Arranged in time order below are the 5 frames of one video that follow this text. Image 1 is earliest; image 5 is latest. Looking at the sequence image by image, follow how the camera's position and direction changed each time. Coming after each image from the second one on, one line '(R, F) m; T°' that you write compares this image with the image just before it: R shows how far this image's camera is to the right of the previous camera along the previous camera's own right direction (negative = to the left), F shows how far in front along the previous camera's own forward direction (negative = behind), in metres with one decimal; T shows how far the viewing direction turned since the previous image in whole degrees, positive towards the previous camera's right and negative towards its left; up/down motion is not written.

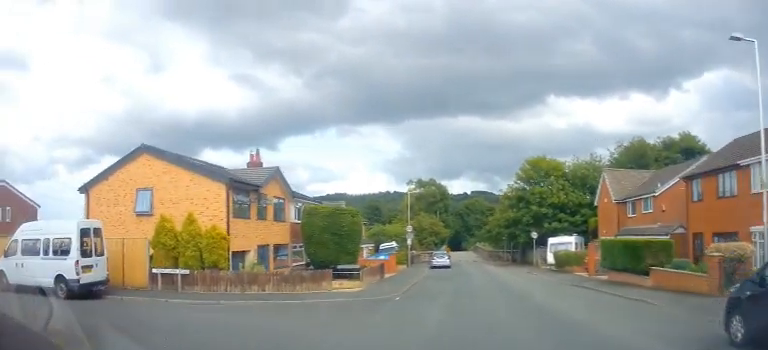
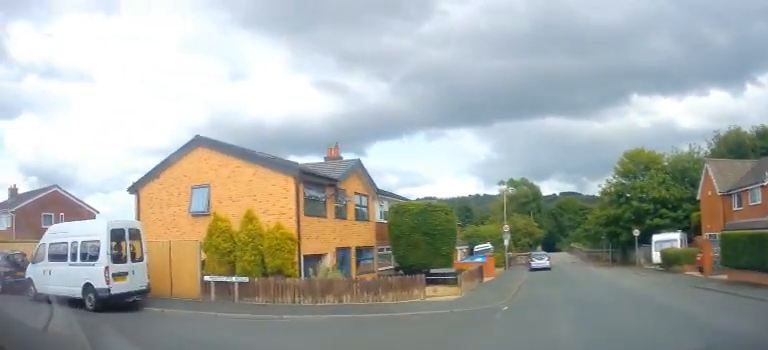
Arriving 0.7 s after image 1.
(0.0, +3.1) m; -9°
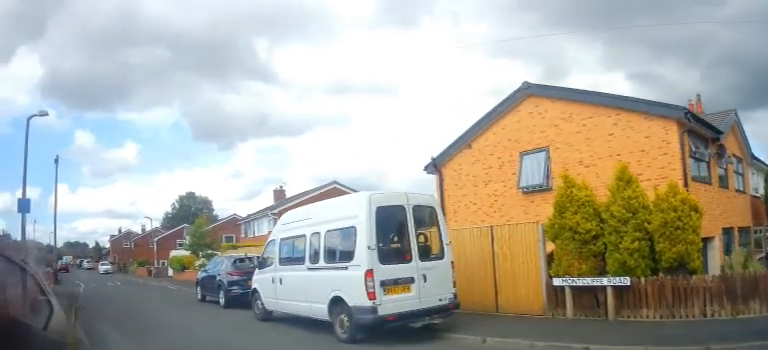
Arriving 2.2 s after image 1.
(-1.9, +5.3) m; -41°
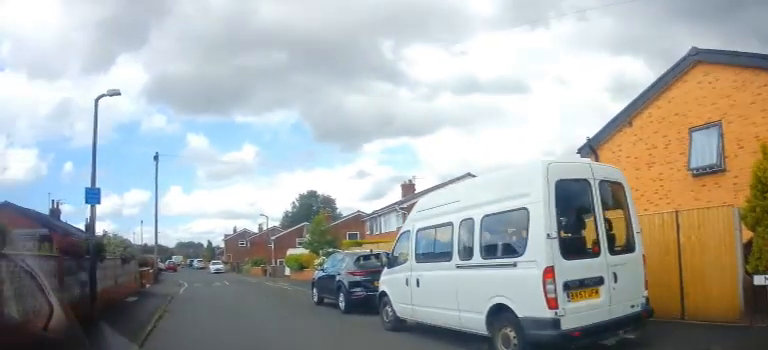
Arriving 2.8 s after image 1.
(-0.3, +2.1) m; -15°
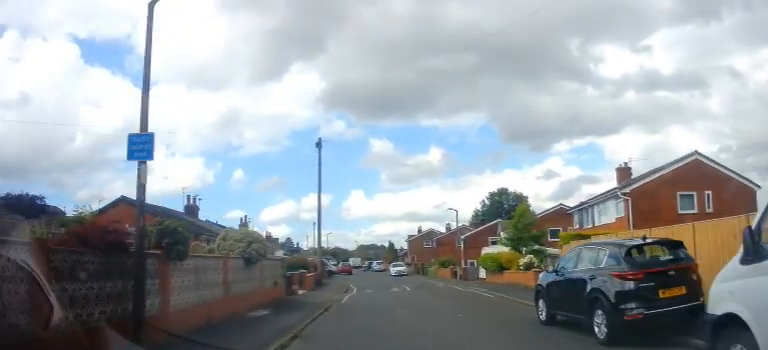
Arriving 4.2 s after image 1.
(-1.3, +5.2) m; -21°
